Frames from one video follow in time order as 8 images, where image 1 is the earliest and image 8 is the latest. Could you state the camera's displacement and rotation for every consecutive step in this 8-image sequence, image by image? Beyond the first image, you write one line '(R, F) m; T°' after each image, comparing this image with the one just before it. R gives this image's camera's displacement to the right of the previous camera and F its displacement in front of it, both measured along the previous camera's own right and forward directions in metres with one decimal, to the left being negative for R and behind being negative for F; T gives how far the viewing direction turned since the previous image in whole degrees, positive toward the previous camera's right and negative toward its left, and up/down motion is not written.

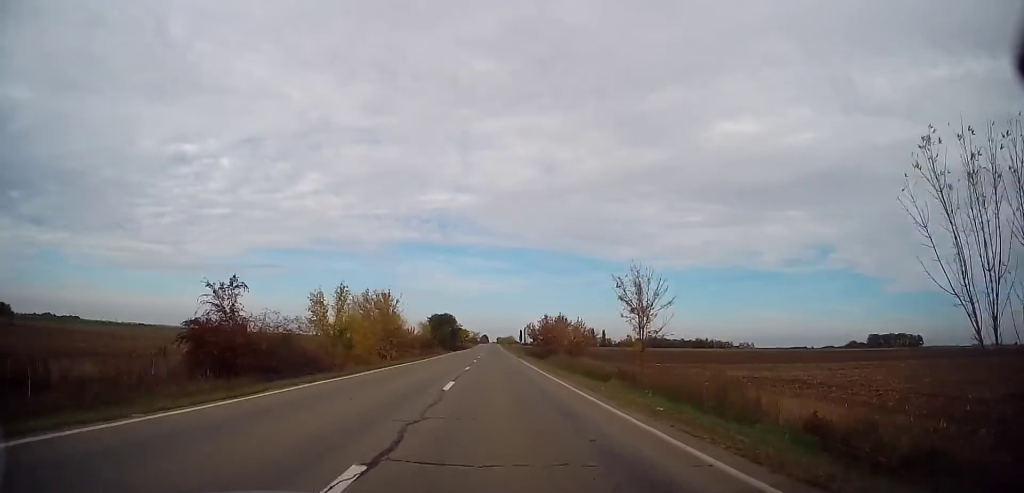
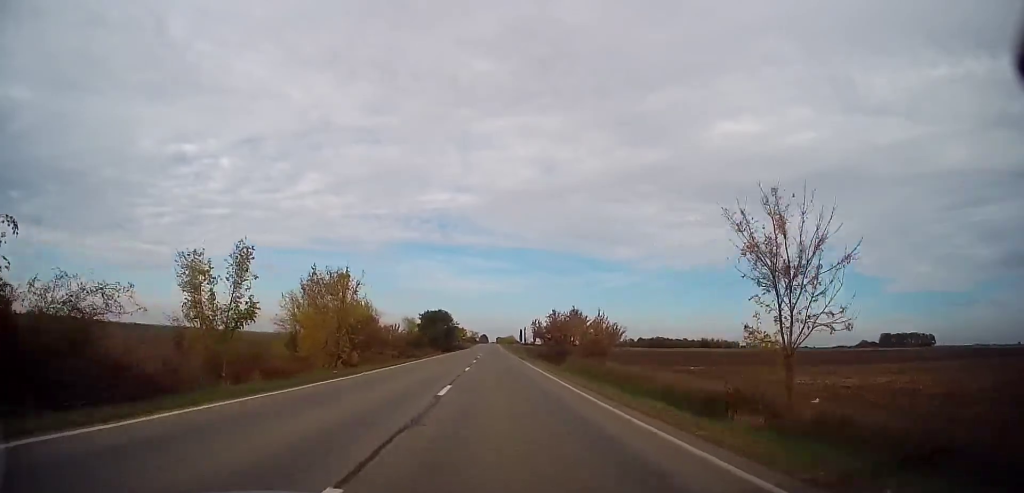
(+0.1, +12.8) m; 0°
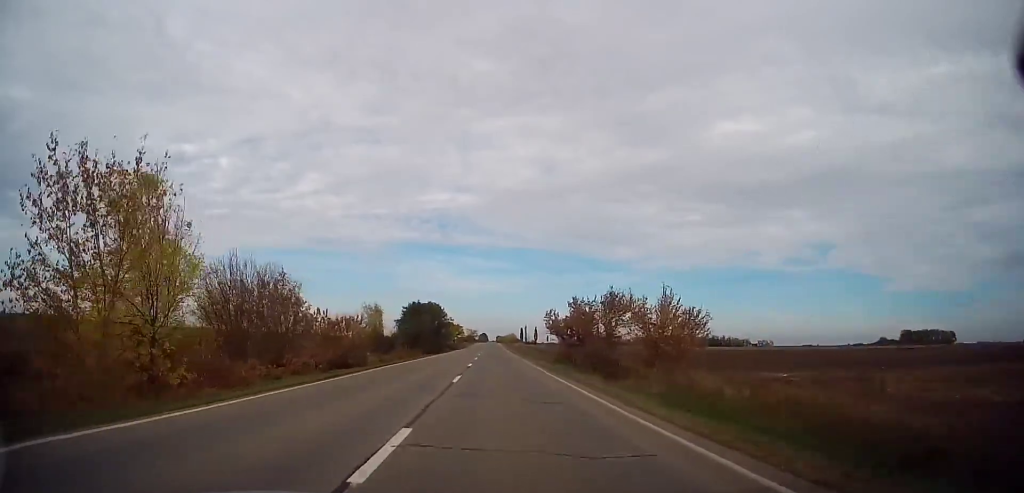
(+0.1, +19.5) m; 0°
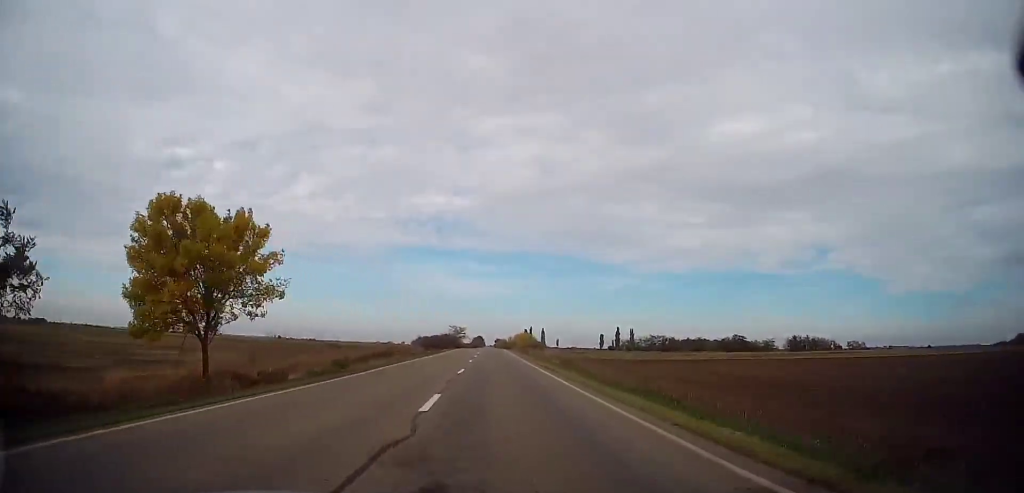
(0.0, +109.8) m; 0°
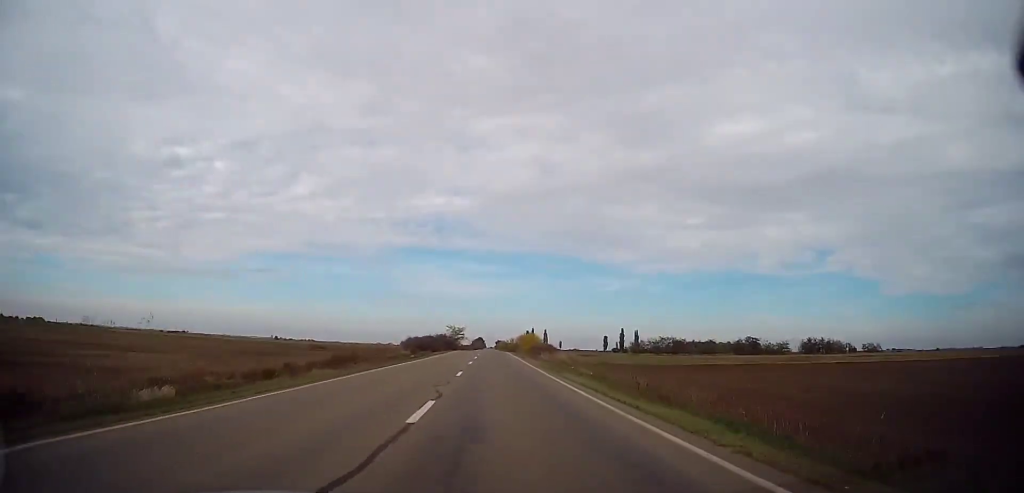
(0.0, +13.0) m; 0°
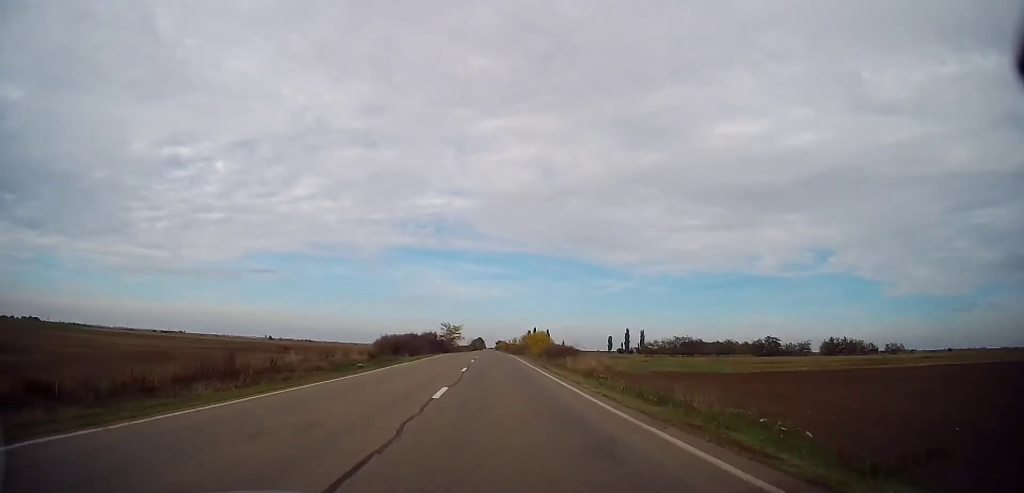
(-0.1, +18.9) m; 0°
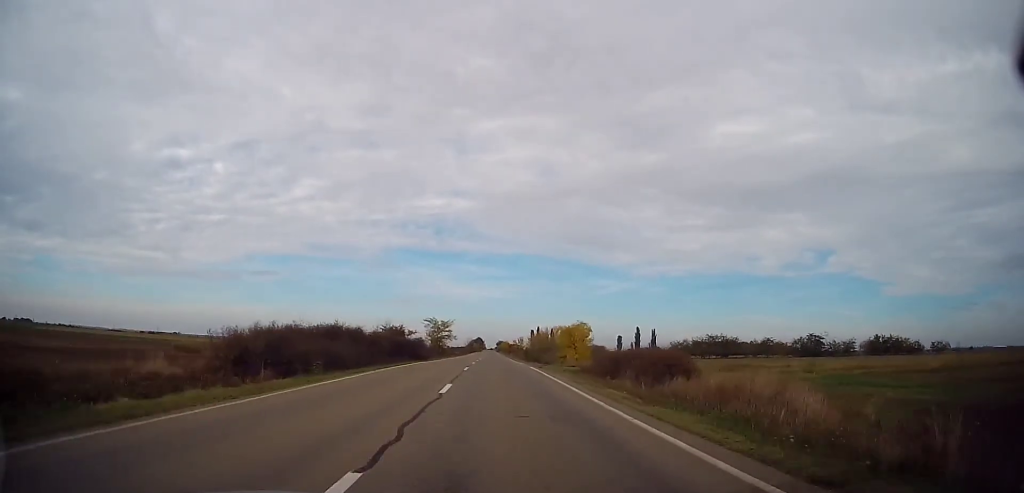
(+0.1, +32.6) m; 0°
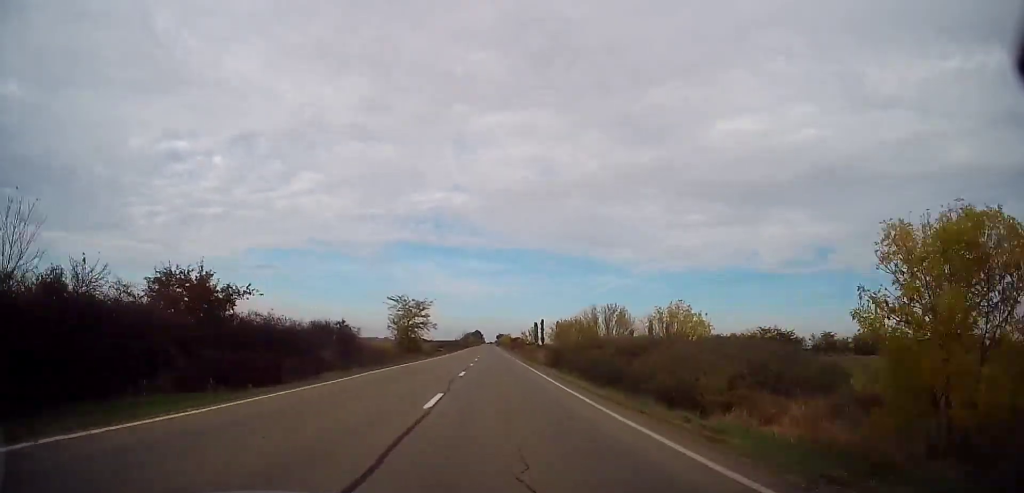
(+0.3, +37.2) m; 0°
